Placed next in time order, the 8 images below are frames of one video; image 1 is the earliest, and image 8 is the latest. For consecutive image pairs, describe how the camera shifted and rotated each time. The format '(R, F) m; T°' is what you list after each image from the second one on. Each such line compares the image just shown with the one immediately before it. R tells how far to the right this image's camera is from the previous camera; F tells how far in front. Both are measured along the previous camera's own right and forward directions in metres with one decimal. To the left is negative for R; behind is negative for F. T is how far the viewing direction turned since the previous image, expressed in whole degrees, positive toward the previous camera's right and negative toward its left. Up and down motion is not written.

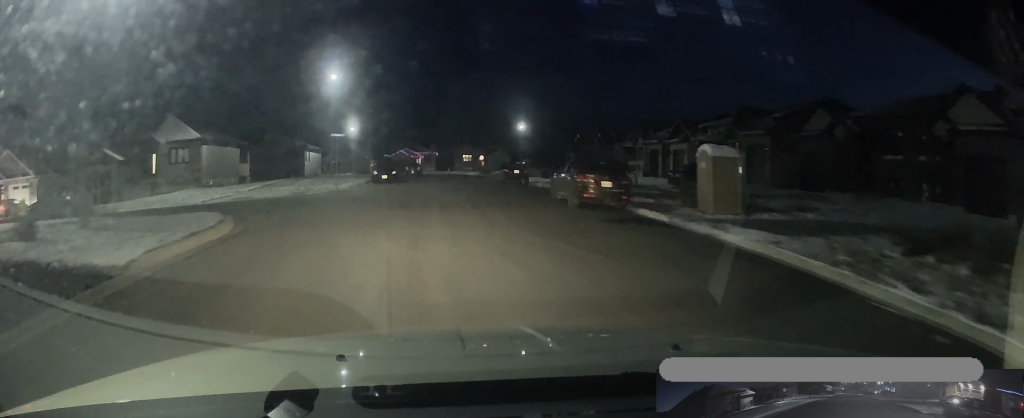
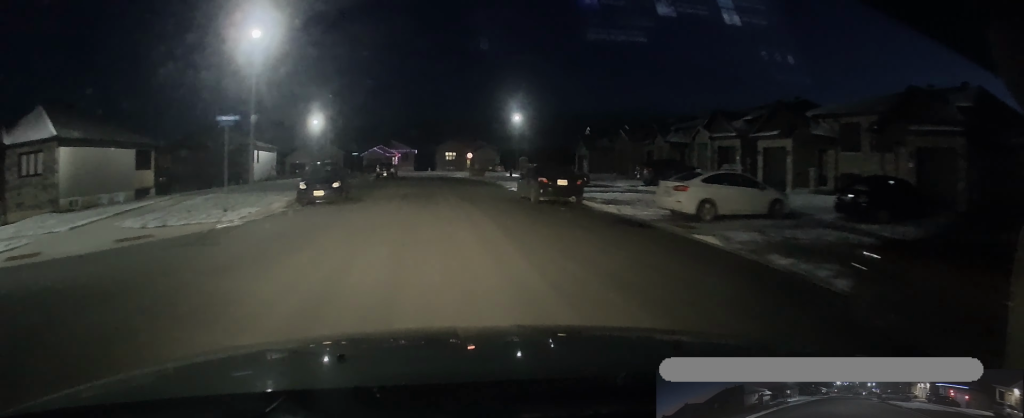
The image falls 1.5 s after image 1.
(+1.0, +17.1) m; 0°
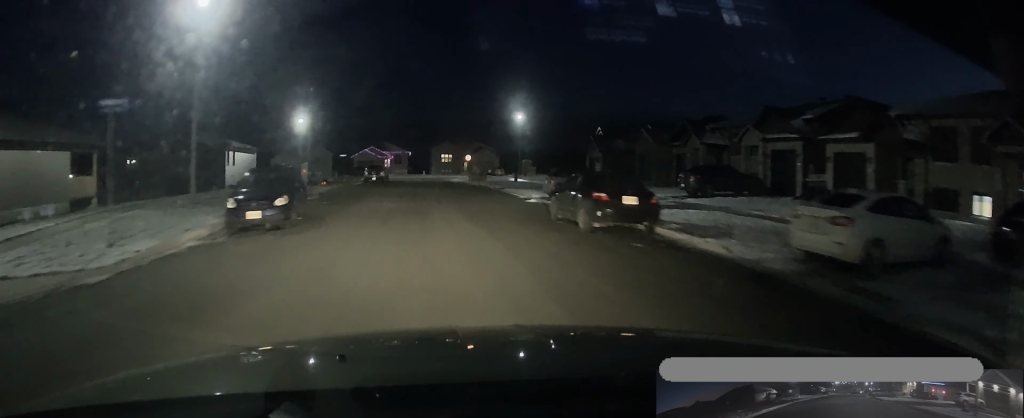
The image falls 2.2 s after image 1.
(-0.2, +7.6) m; 0°
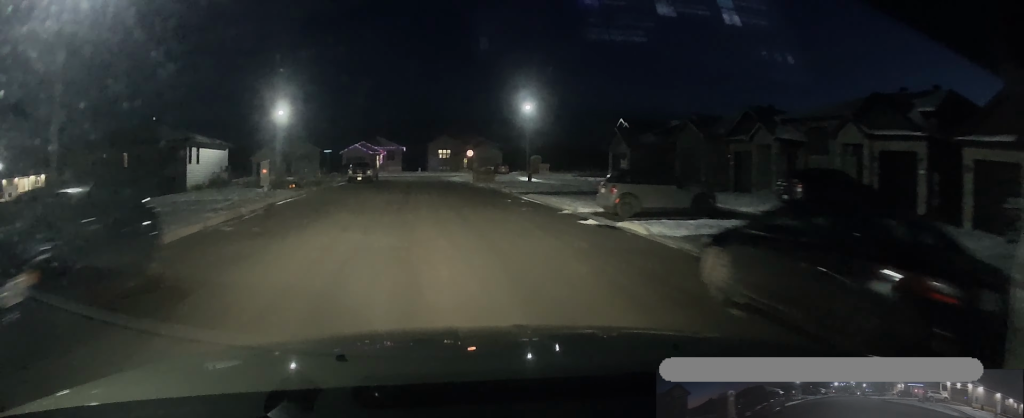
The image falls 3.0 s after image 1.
(+0.1, +9.6) m; +2°
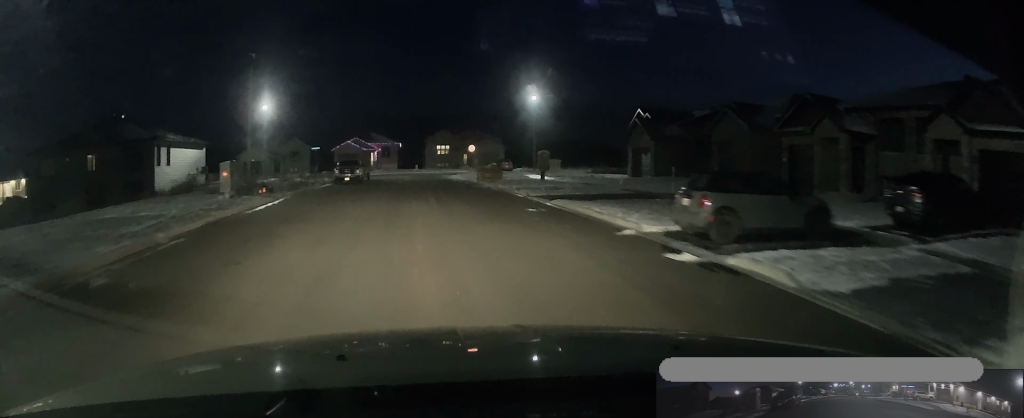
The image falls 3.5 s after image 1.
(+0.4, +6.2) m; -1°
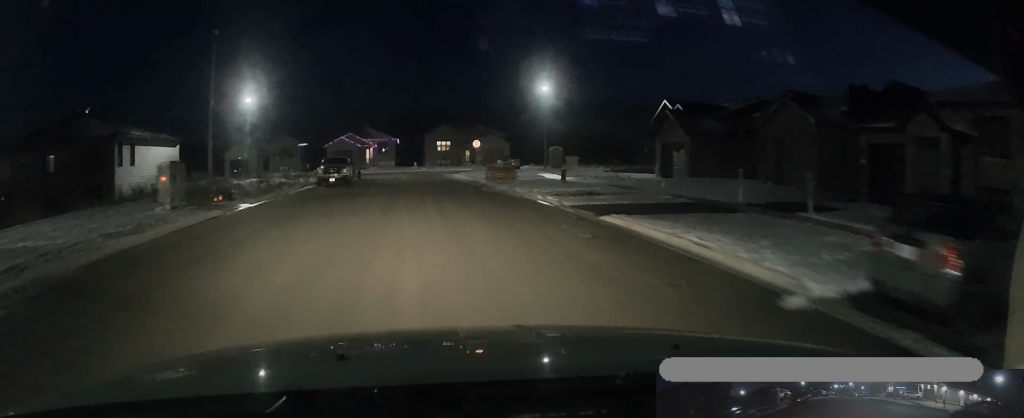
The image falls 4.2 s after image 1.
(-0.1, +7.2) m; +1°
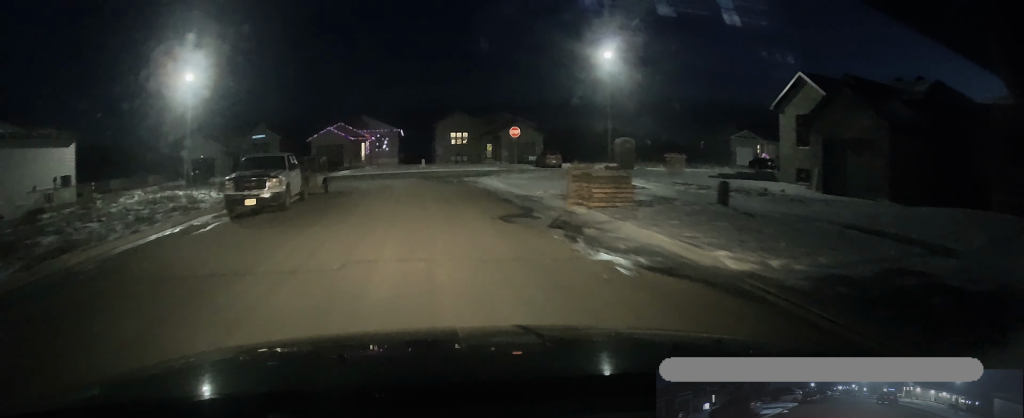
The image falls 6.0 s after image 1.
(+1.1, +19.3) m; +2°
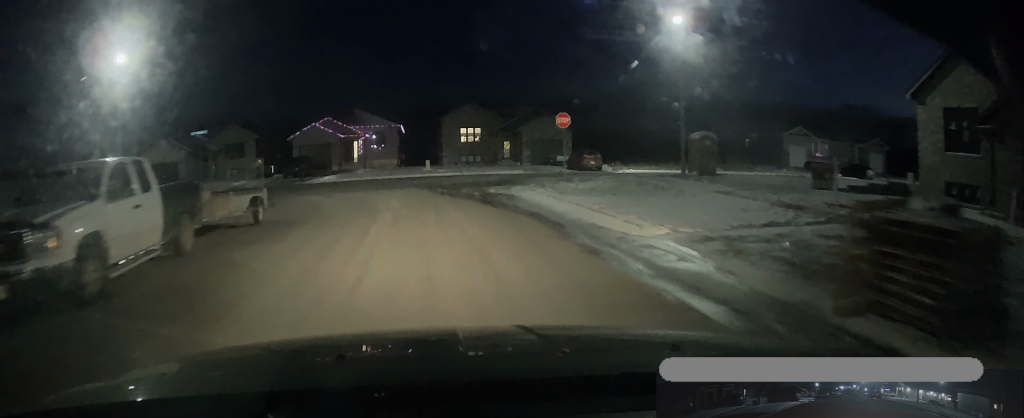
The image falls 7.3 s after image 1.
(-0.8, +11.8) m; -2°
